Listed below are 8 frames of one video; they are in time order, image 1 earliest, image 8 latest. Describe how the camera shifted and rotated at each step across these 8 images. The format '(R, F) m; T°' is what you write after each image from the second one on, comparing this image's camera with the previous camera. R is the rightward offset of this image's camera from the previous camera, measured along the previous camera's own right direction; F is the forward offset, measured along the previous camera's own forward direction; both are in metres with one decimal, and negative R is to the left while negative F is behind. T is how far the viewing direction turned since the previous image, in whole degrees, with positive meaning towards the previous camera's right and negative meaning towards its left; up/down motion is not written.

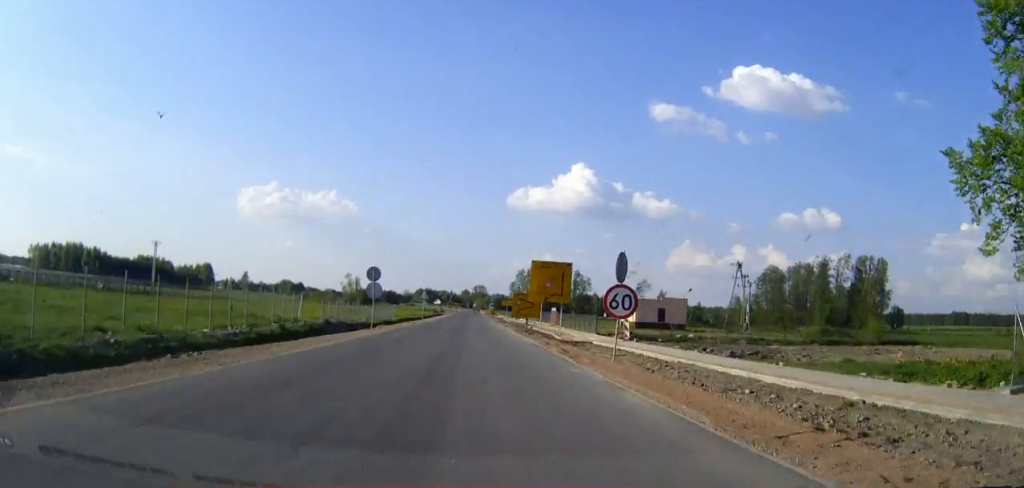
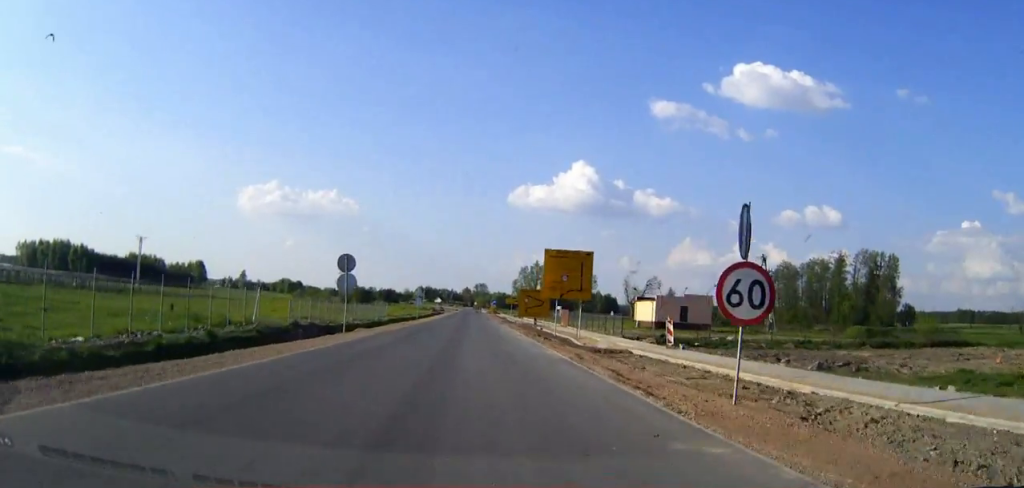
(0.0, +9.1) m; 0°
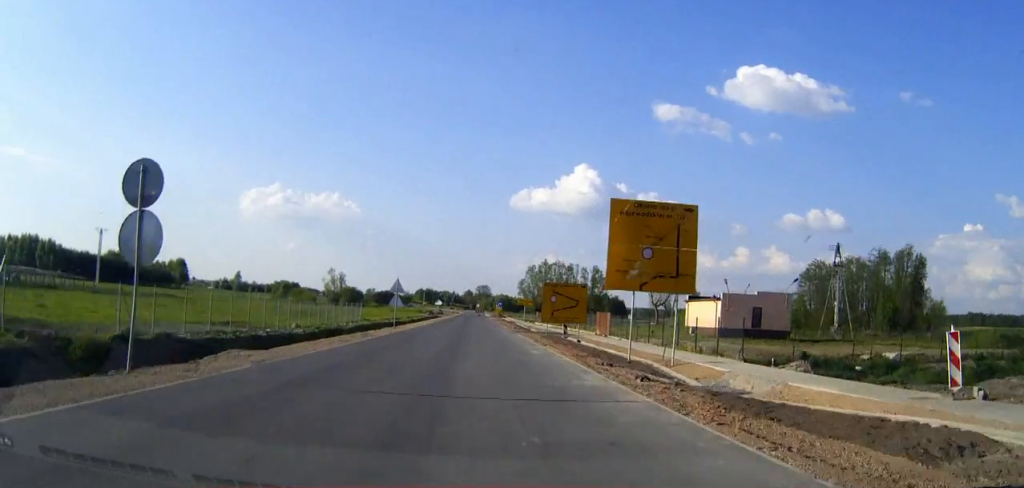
(0.0, +20.6) m; 0°
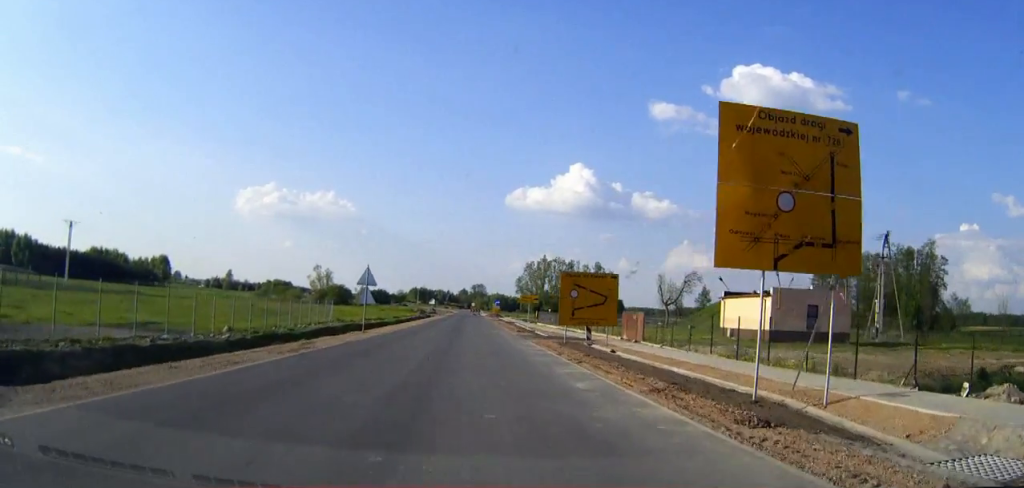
(0.0, +11.1) m; 0°
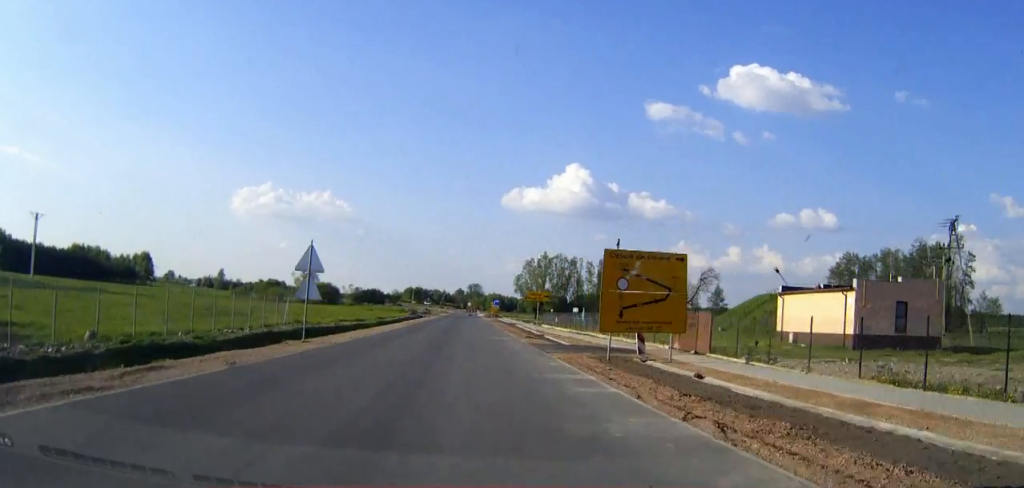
(0.0, +11.8) m; 0°
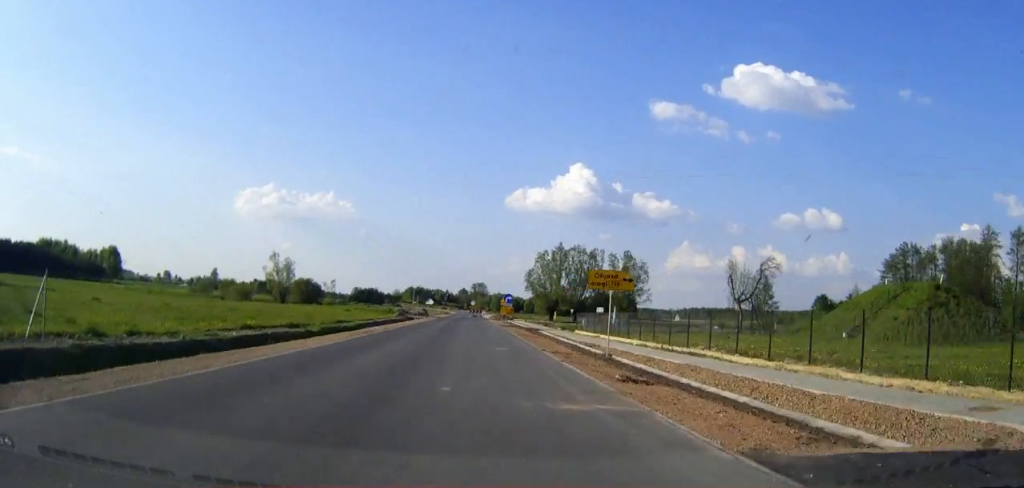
(+0.1, +25.2) m; 0°
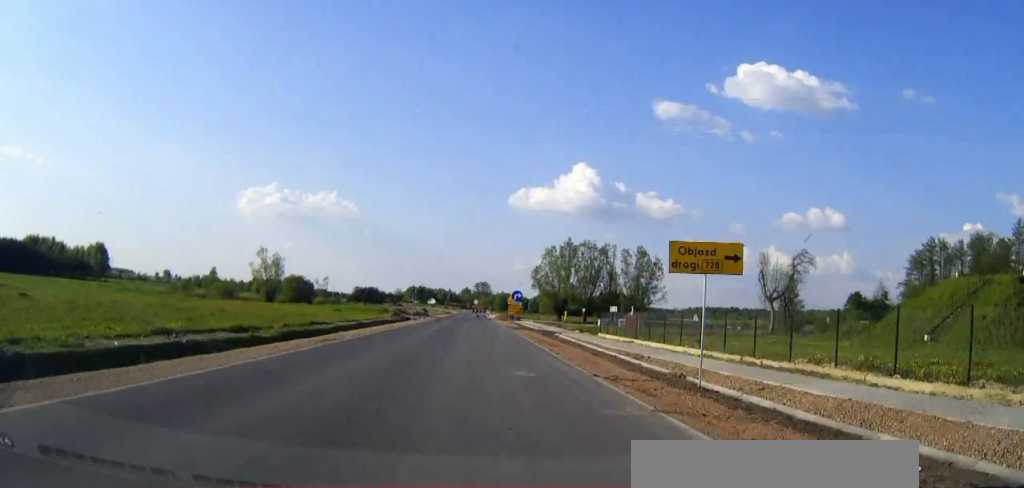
(0.0, +9.9) m; 0°
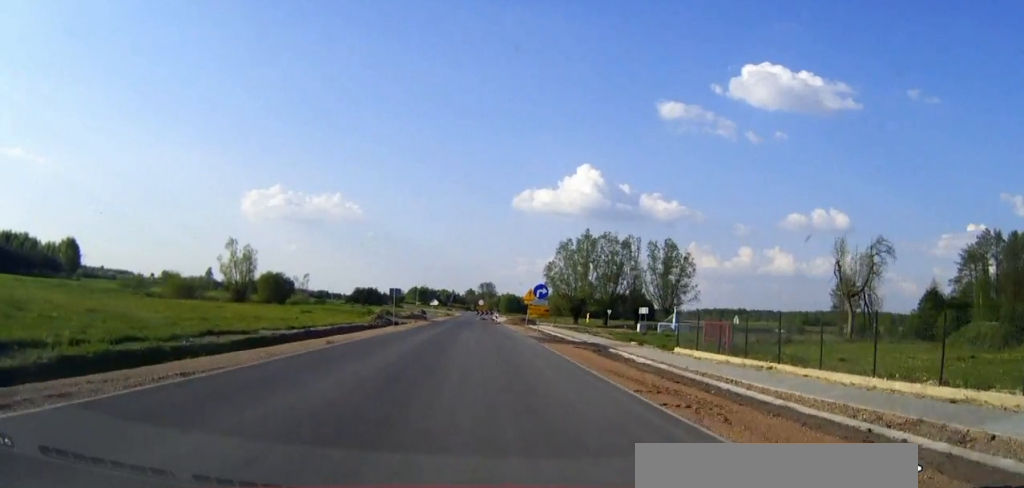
(-0.1, +18.6) m; 0°
